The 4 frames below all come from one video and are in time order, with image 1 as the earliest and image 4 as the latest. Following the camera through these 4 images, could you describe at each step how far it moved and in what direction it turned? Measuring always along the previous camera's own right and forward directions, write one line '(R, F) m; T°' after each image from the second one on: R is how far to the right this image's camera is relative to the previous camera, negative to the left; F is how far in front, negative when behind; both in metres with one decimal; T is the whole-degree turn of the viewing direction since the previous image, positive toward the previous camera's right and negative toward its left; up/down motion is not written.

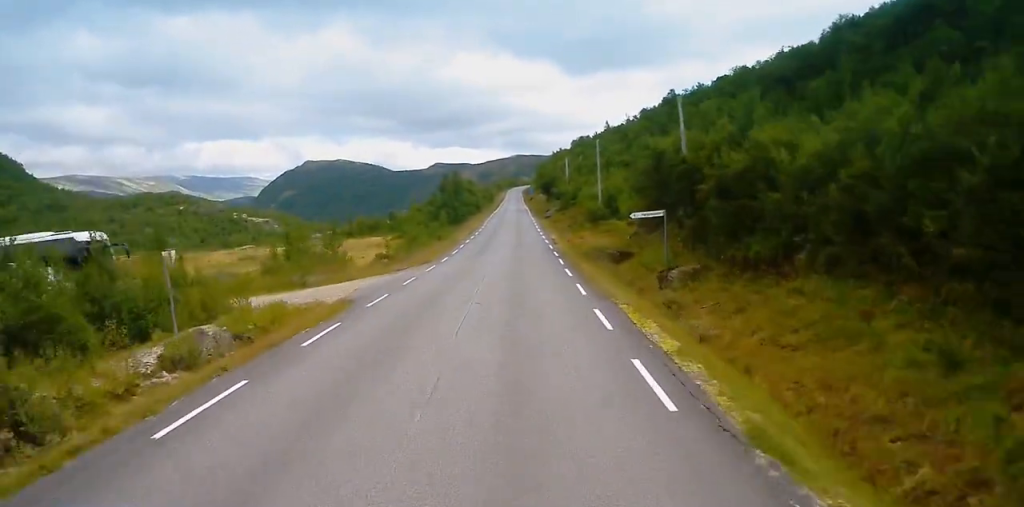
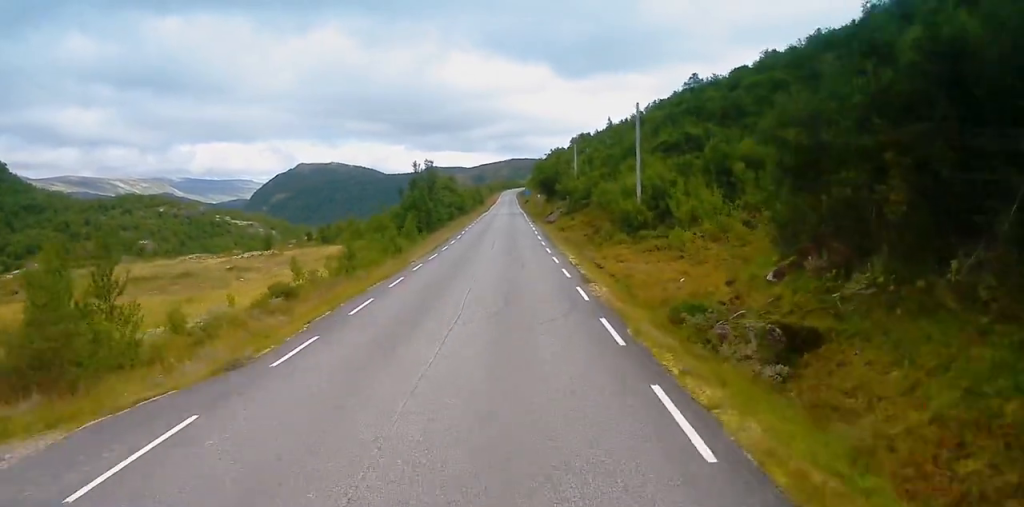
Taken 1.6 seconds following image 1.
(+0.5, +26.0) m; +1°
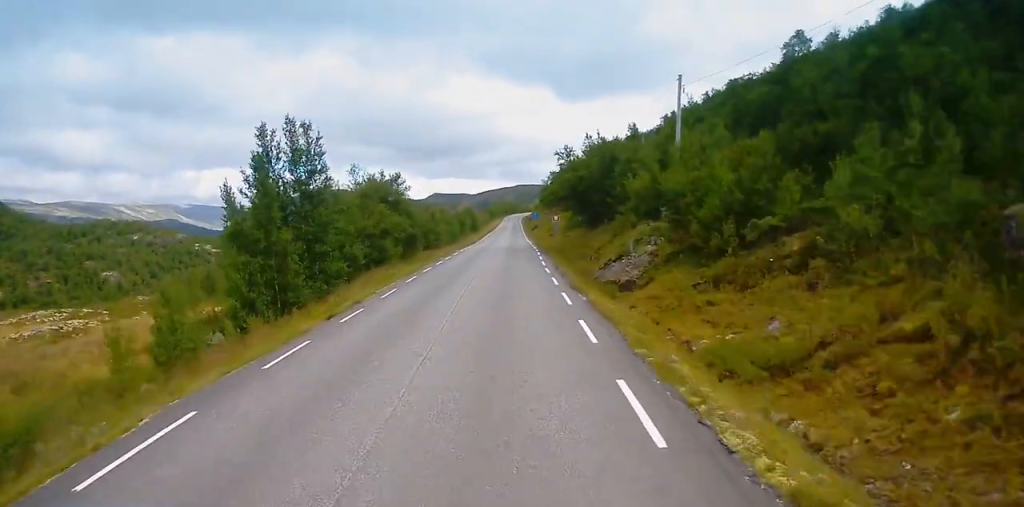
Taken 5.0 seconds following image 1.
(+0.1, +54.0) m; -1°
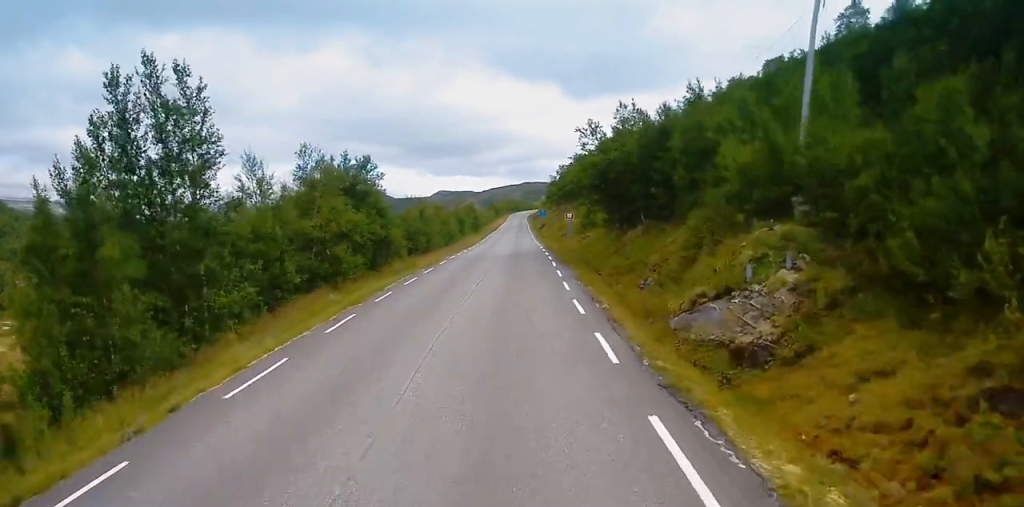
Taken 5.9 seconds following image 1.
(0.0, +14.1) m; +1°
